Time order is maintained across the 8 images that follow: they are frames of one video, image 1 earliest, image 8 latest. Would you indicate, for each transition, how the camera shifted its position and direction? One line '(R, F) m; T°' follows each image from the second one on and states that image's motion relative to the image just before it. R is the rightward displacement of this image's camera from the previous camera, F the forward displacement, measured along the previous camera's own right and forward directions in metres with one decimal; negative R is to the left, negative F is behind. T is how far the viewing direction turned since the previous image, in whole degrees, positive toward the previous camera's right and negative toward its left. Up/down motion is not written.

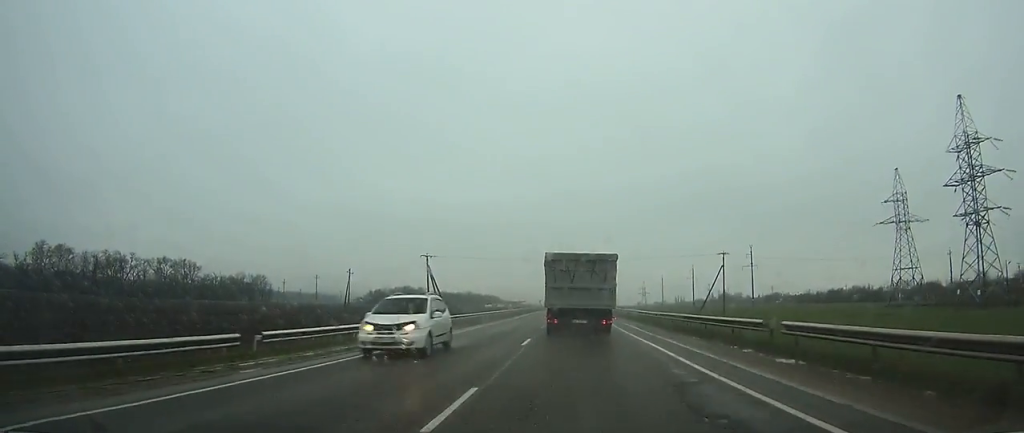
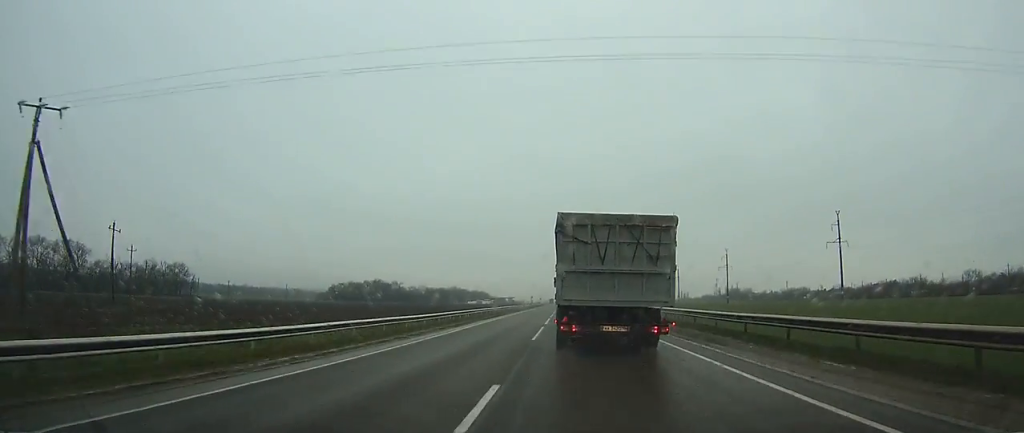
(-0.1, +69.1) m; +1°
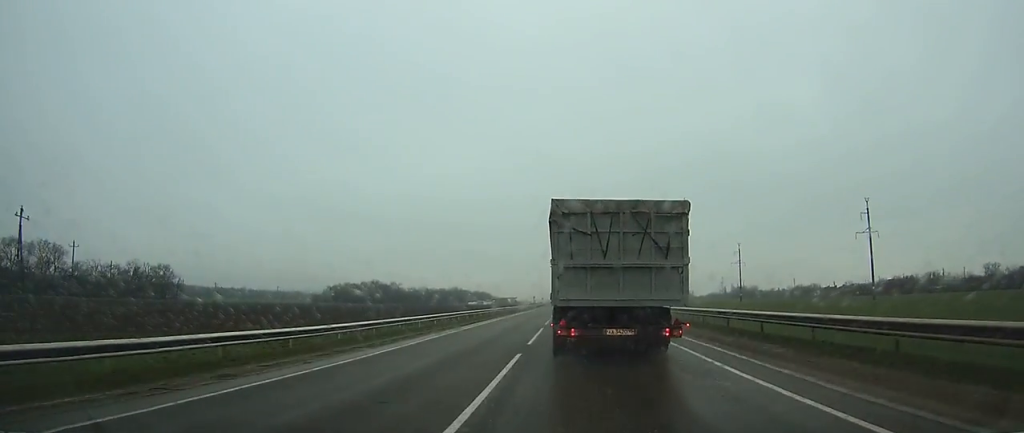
(+0.1, +12.9) m; 0°
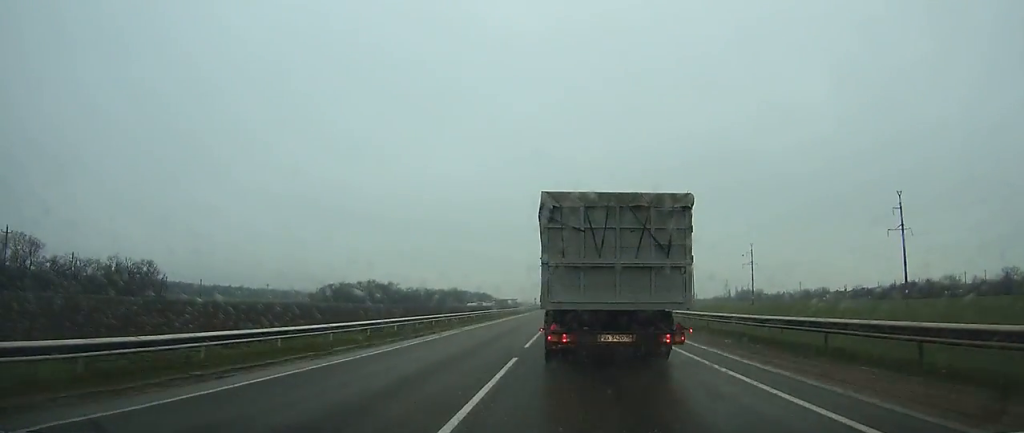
(0.0, +12.5) m; 0°
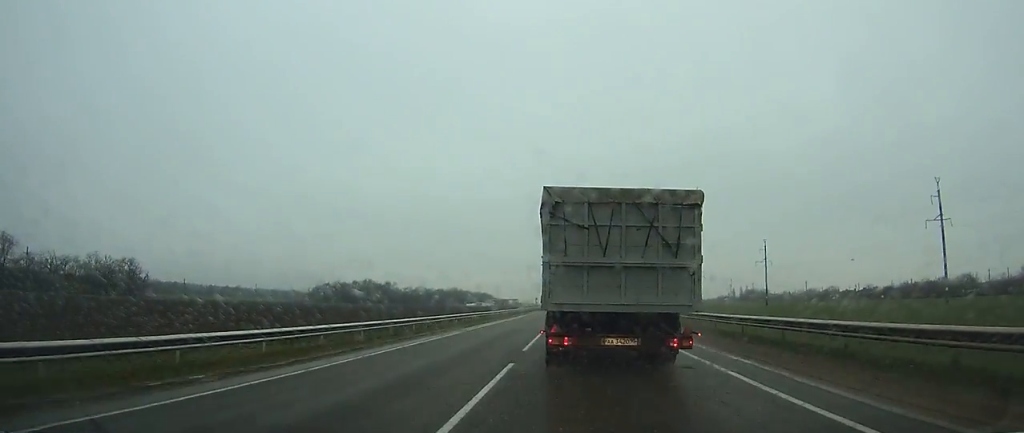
(0.0, +13.2) m; 0°
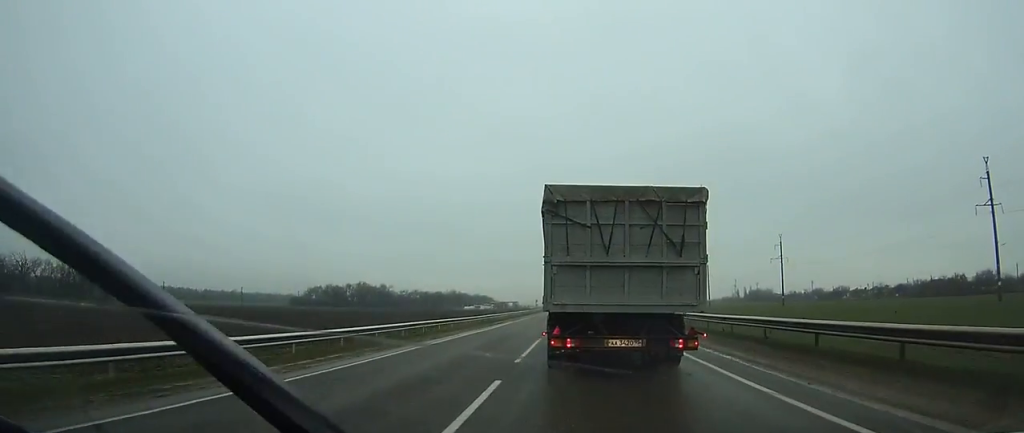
(-0.1, +14.5) m; 0°
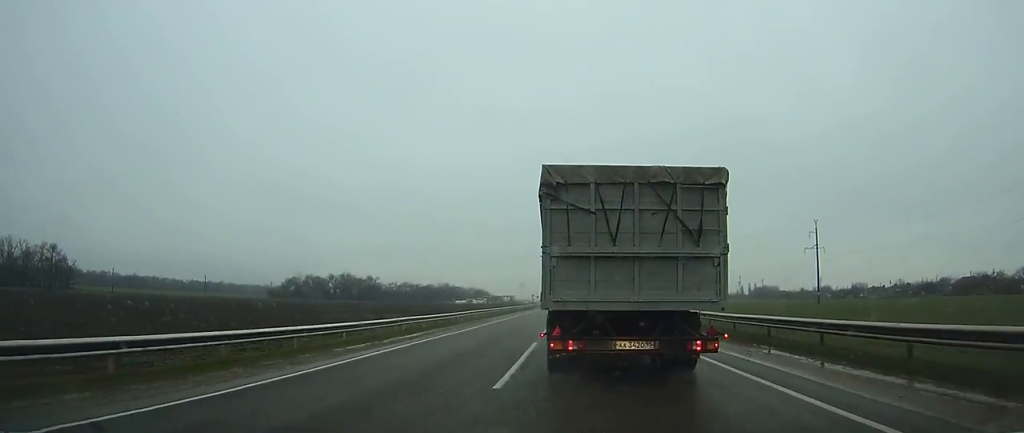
(0.0, +27.5) m; 0°
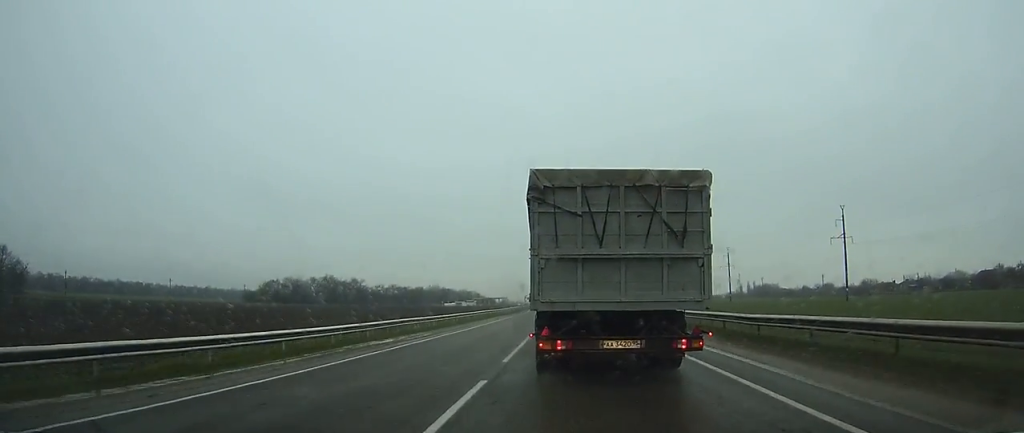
(0.0, +20.4) m; 0°
